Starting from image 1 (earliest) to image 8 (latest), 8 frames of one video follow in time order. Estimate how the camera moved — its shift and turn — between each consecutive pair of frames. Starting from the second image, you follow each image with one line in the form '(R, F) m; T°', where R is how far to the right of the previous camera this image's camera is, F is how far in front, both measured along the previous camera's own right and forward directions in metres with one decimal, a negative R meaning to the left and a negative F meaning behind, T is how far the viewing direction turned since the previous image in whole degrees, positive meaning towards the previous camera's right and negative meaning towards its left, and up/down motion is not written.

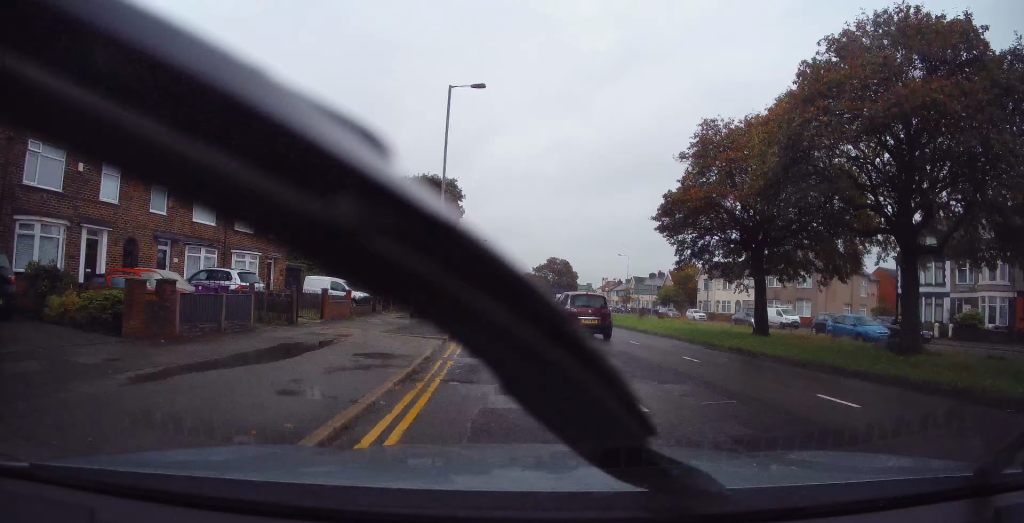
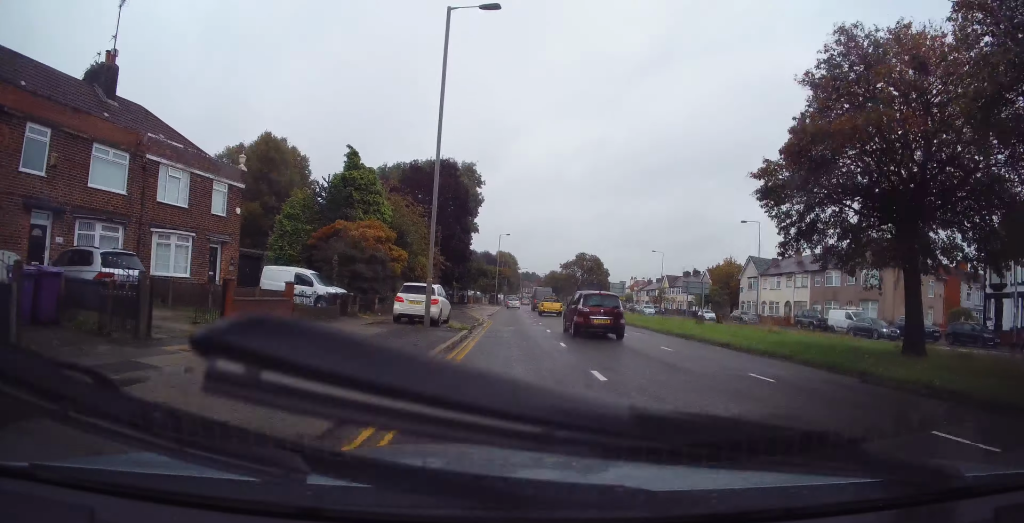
(+0.3, +8.4) m; -3°
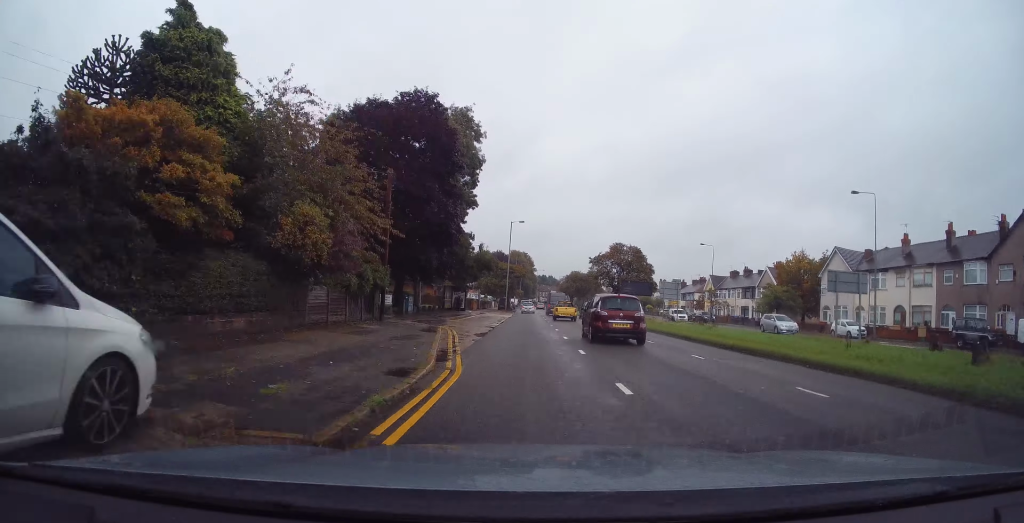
(-1.3, +19.9) m; -2°
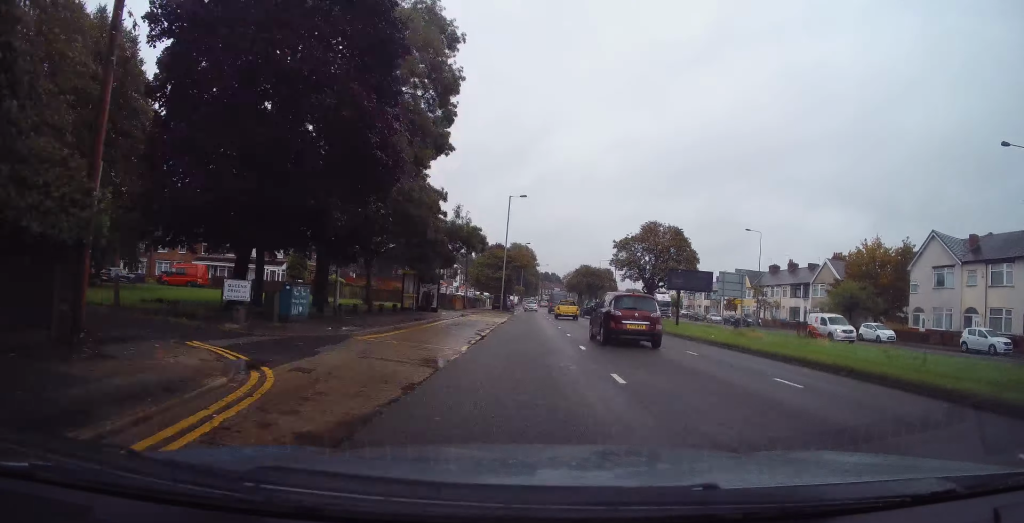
(+0.2, +16.6) m; 0°
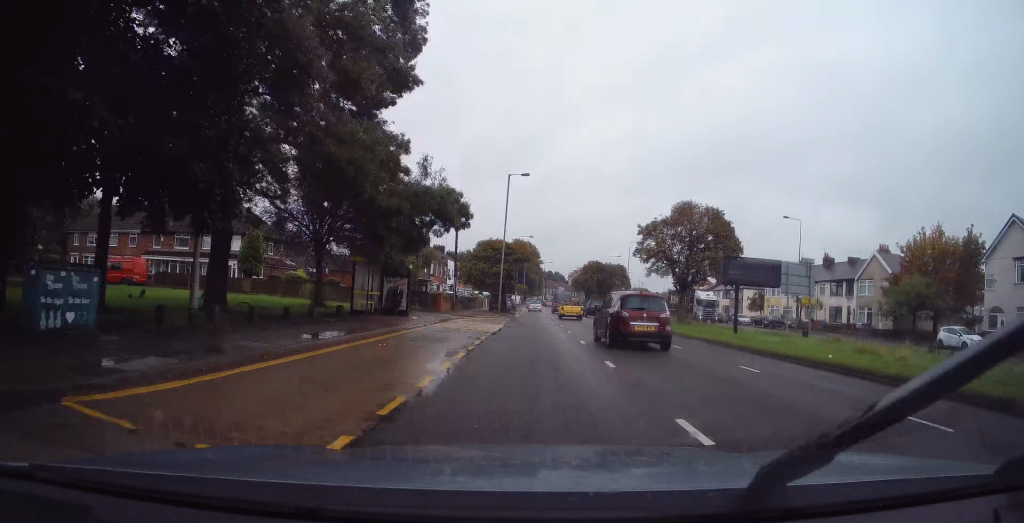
(-0.1, +9.7) m; 0°
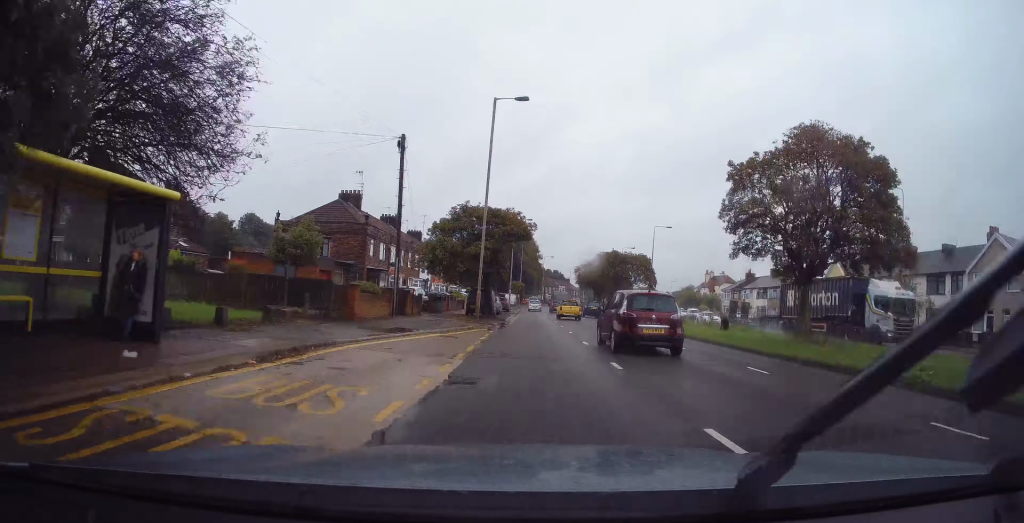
(-0.1, +18.2) m; -1°
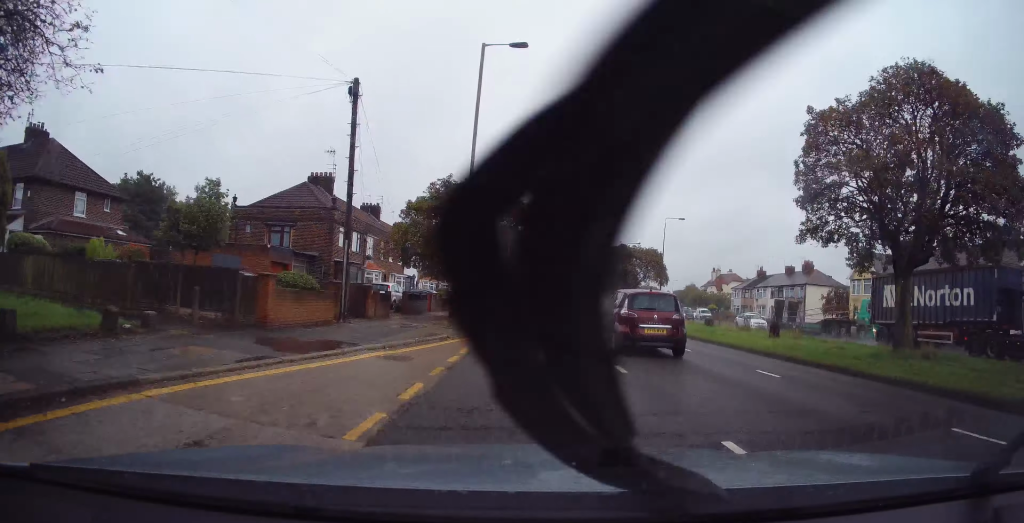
(0.0, +6.6) m; 0°
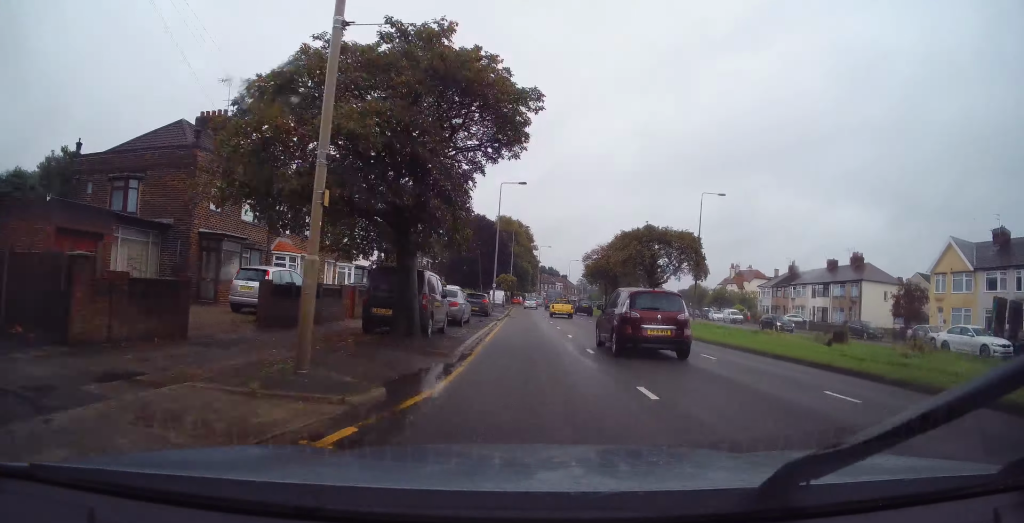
(0.0, +14.7) m; 0°
